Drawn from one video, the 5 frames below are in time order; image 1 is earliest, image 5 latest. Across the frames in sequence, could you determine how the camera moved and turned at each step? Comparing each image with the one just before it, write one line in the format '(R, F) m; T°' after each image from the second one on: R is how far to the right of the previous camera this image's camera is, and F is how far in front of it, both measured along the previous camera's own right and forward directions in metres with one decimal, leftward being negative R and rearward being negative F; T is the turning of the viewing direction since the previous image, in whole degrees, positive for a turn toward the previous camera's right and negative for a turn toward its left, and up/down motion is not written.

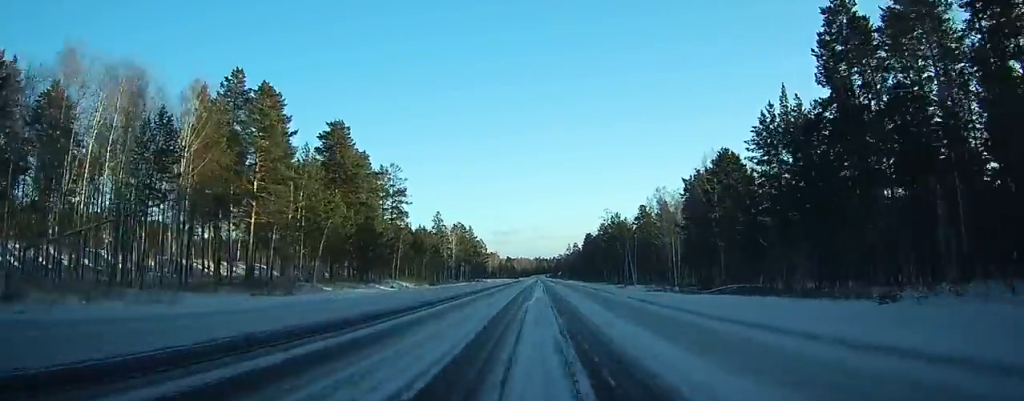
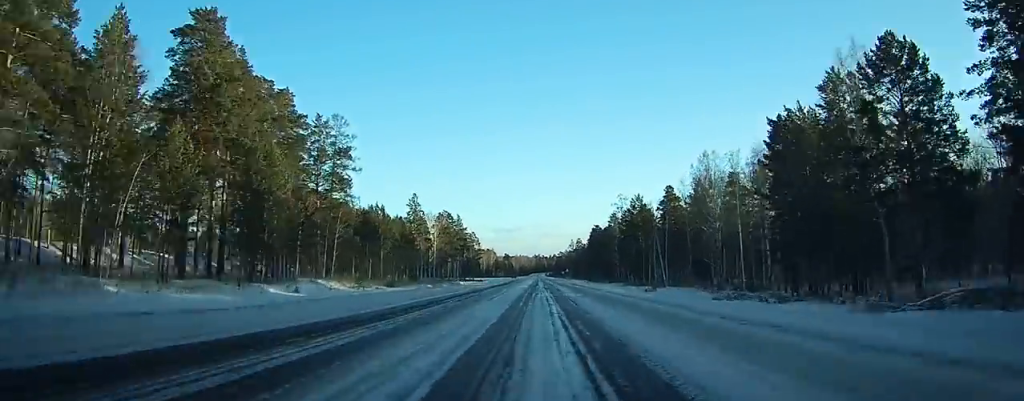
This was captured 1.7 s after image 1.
(+0.1, +41.8) m; 0°
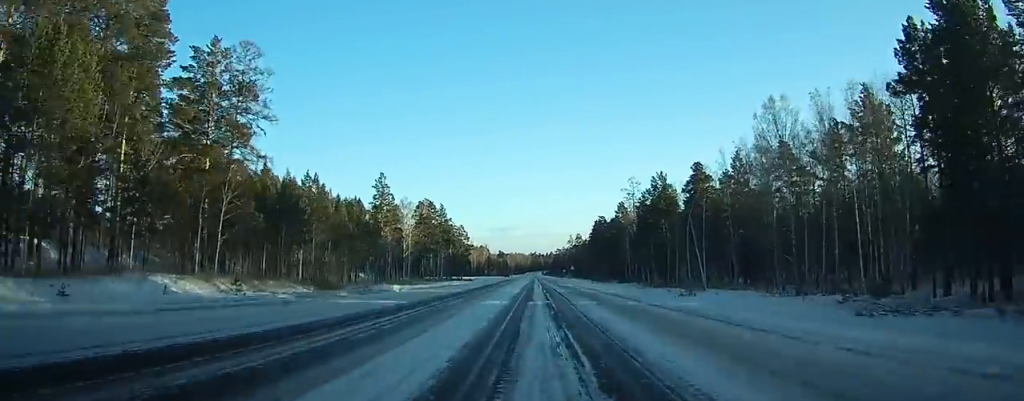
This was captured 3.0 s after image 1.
(+0.1, +33.3) m; 0°
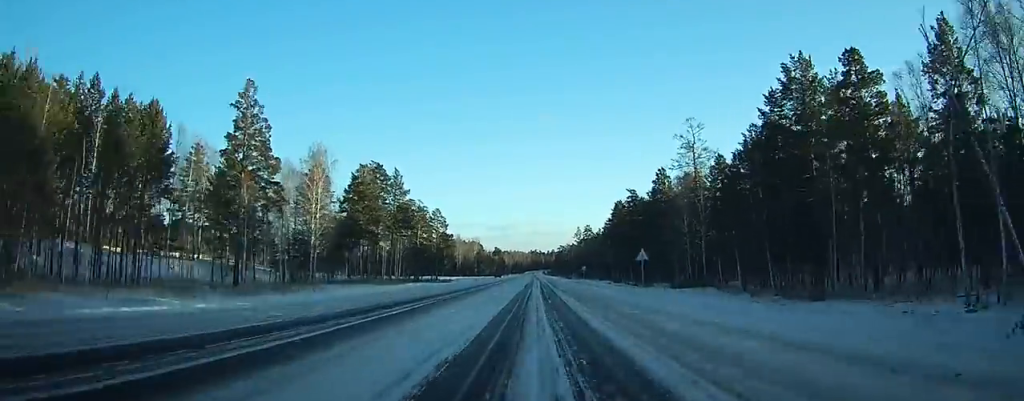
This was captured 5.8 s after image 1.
(-0.1, +69.1) m; 0°
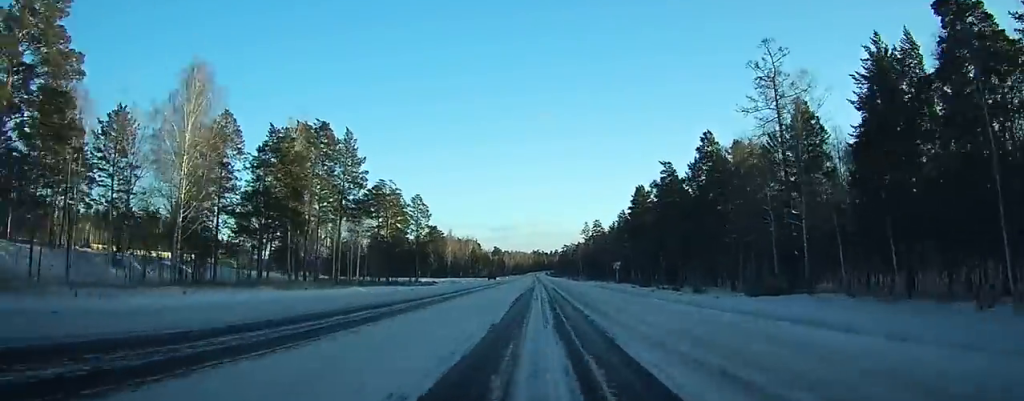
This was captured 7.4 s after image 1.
(0.0, +38.8) m; 0°
